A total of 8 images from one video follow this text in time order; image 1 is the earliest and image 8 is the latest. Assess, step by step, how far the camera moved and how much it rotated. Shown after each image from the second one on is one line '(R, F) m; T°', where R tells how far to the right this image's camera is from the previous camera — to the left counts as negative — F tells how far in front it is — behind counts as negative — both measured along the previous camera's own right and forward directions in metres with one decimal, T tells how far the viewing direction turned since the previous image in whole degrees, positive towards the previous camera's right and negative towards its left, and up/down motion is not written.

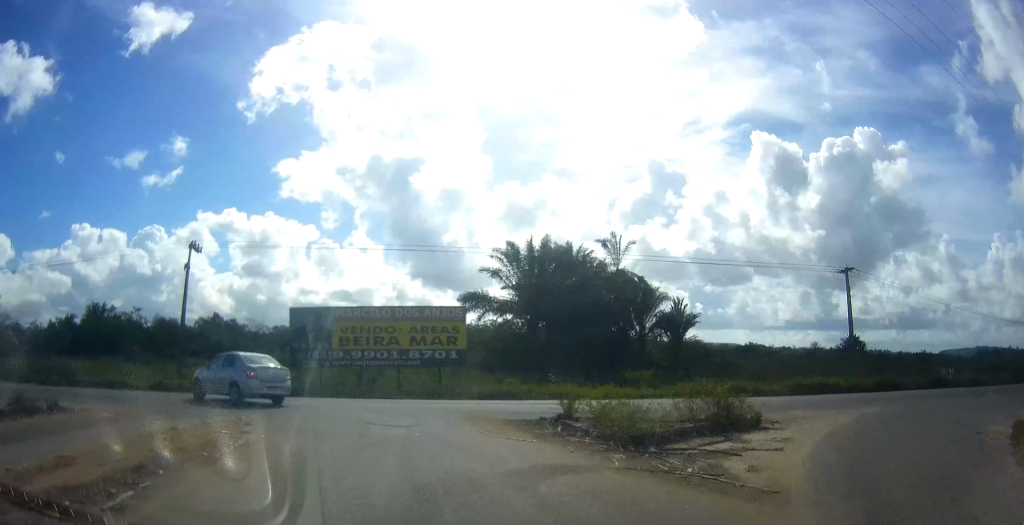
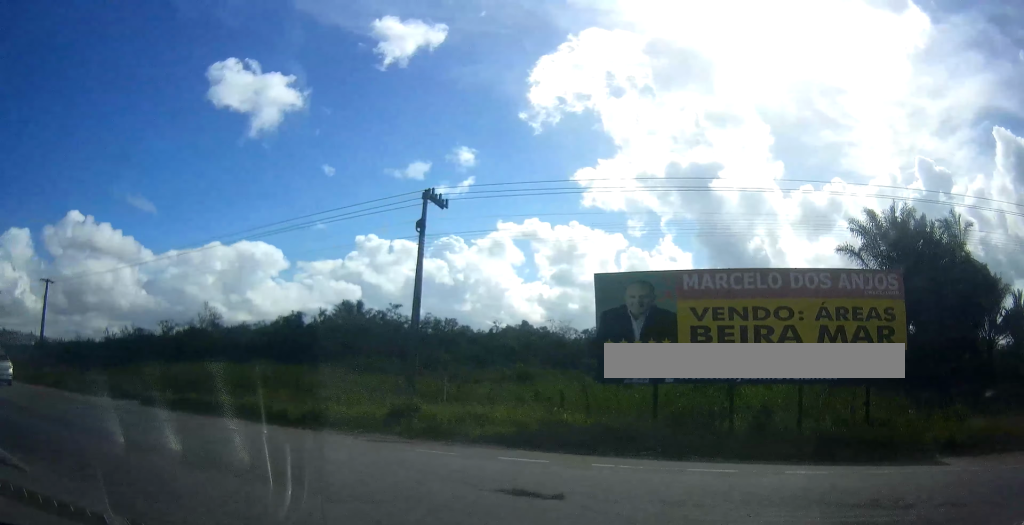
(-1.0, +16.3) m; -19°
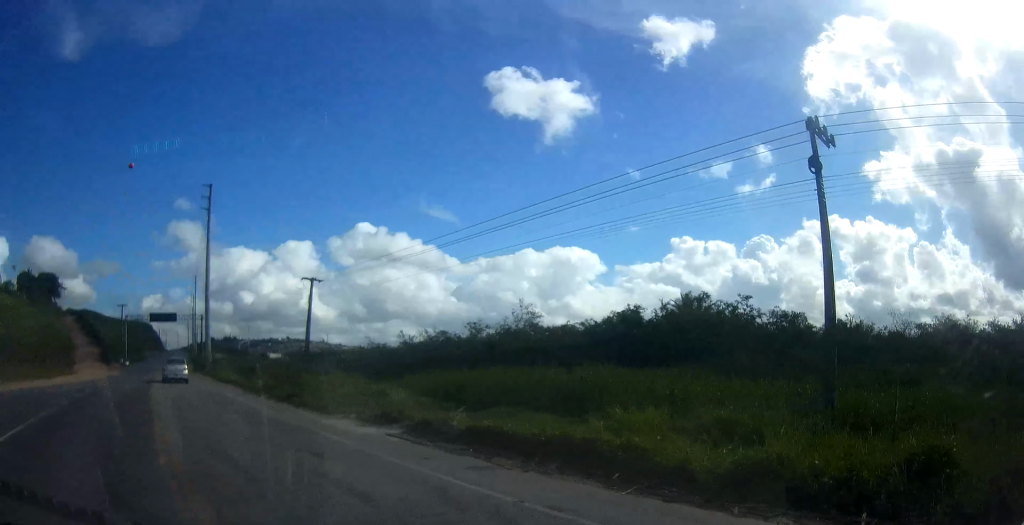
(-0.9, +5.2) m; -16°
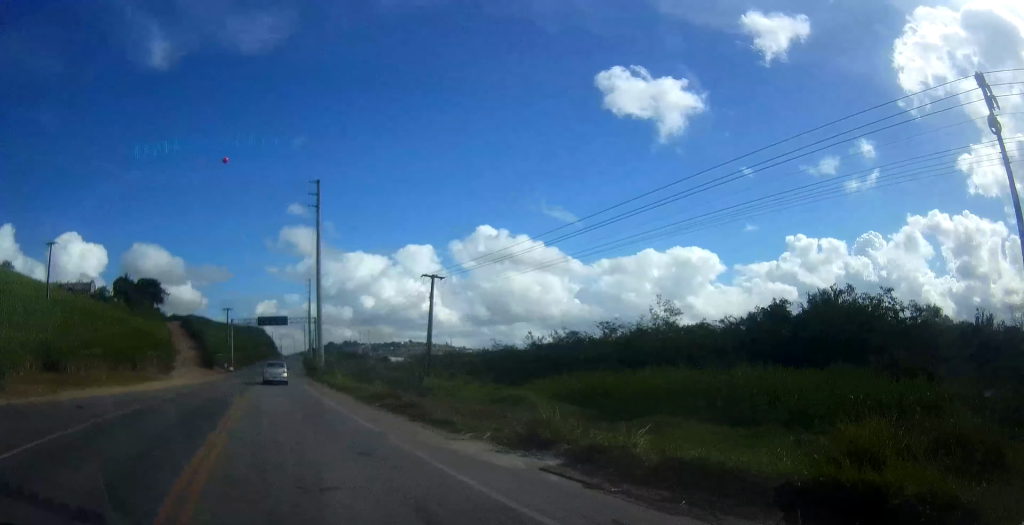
(-0.1, +2.5) m; -7°
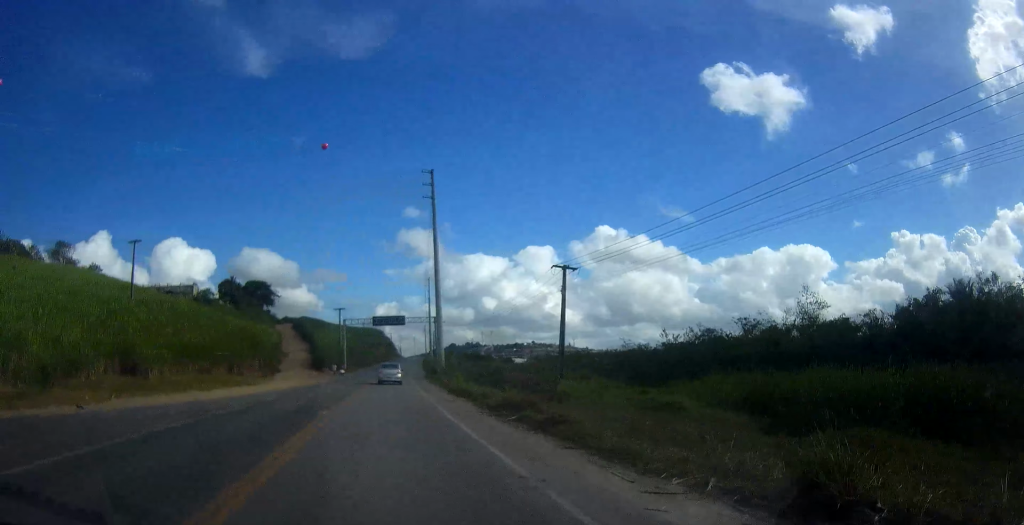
(0.0, +3.0) m; -9°
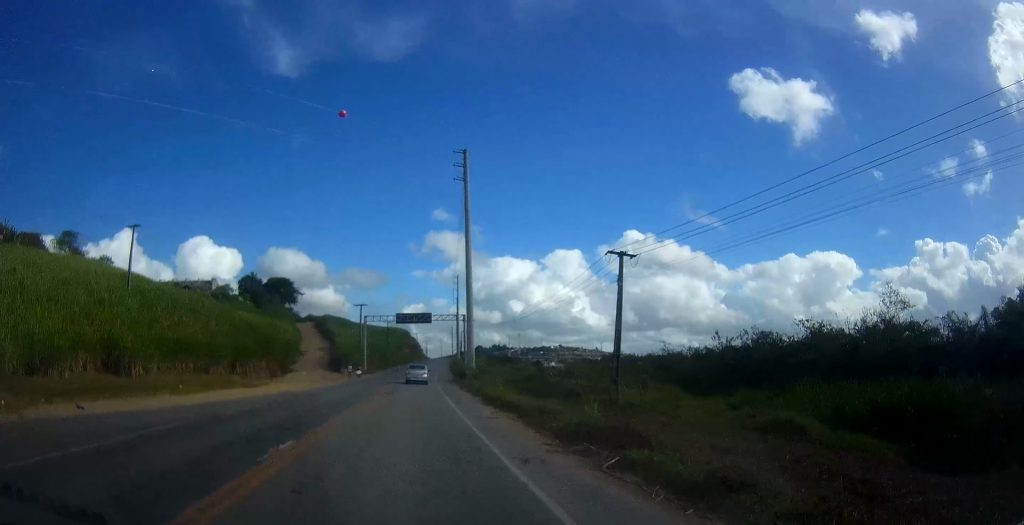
(-0.6, +4.6) m; -15°
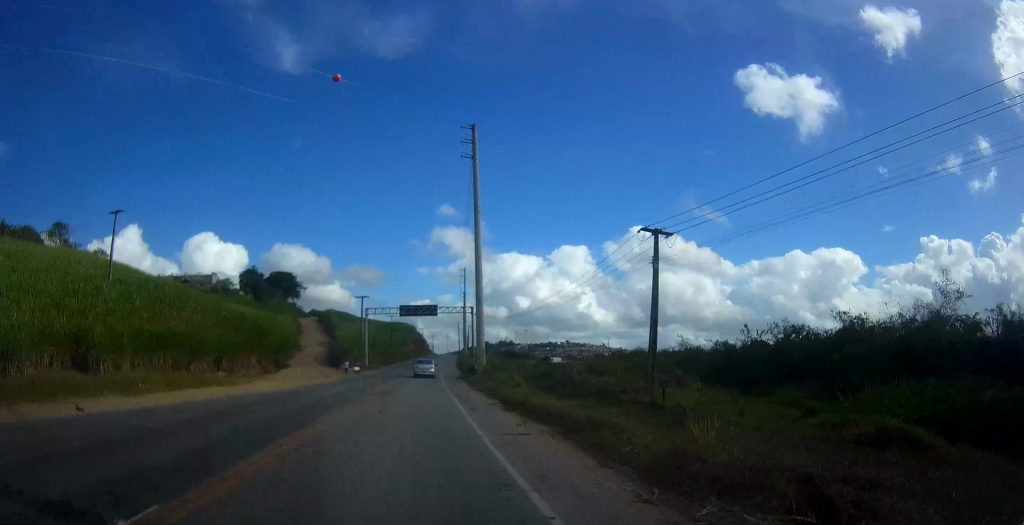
(-0.4, +3.8) m; -8°
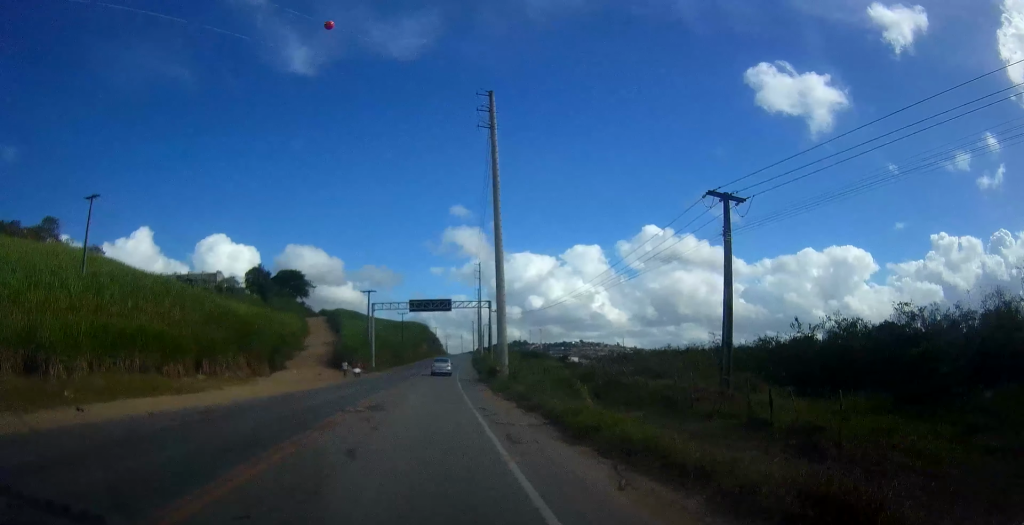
(-0.3, +5.5) m; -9°
